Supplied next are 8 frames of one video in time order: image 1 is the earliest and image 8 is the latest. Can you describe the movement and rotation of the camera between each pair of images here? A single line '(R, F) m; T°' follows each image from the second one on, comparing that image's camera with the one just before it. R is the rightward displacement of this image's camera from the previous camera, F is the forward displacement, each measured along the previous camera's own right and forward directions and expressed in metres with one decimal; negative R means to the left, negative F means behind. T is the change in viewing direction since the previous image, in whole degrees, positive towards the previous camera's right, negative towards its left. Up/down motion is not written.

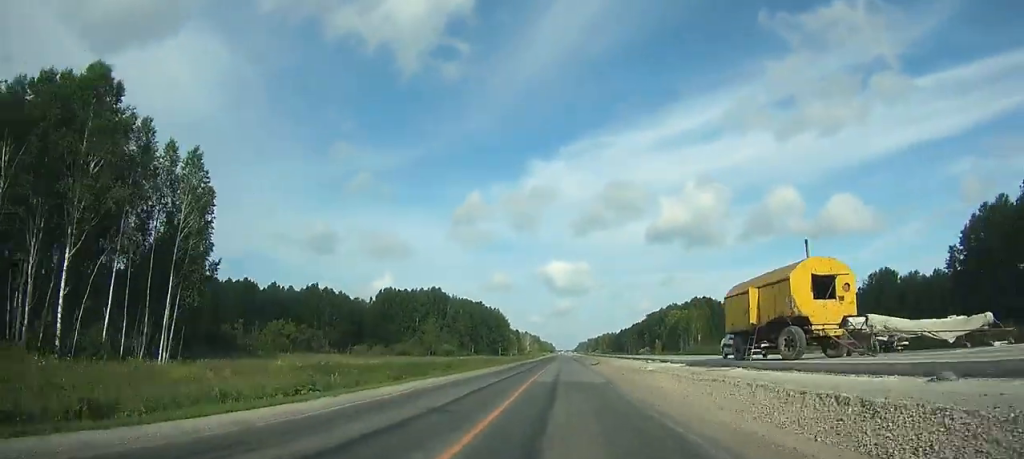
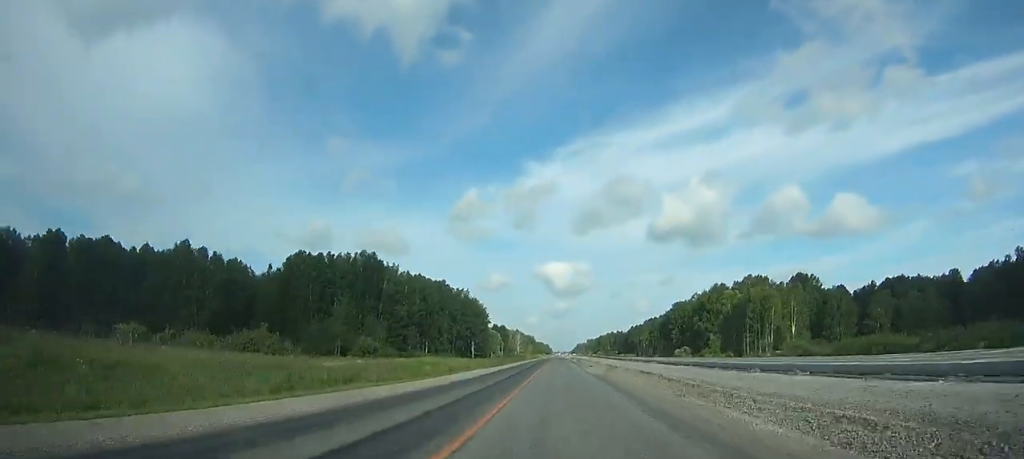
(+0.4, +76.6) m; 0°
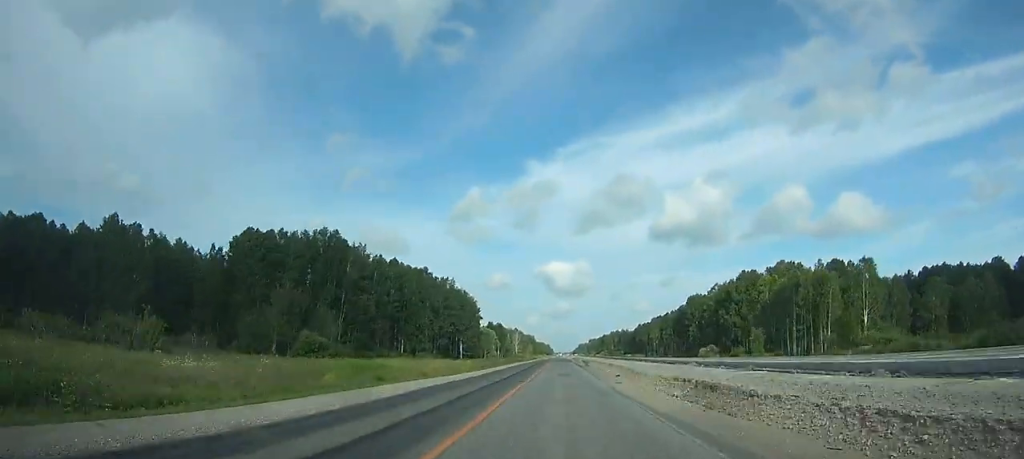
(+0.1, +25.3) m; 0°
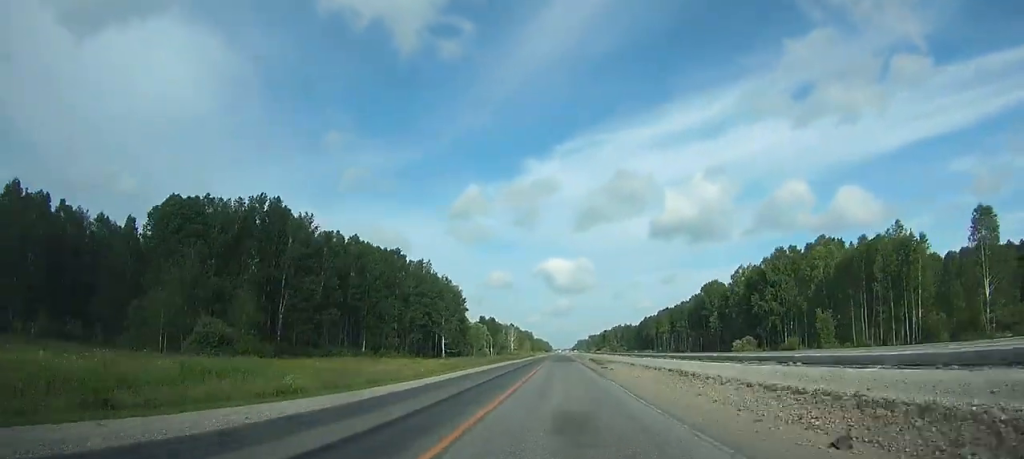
(0.0, +25.1) m; 0°
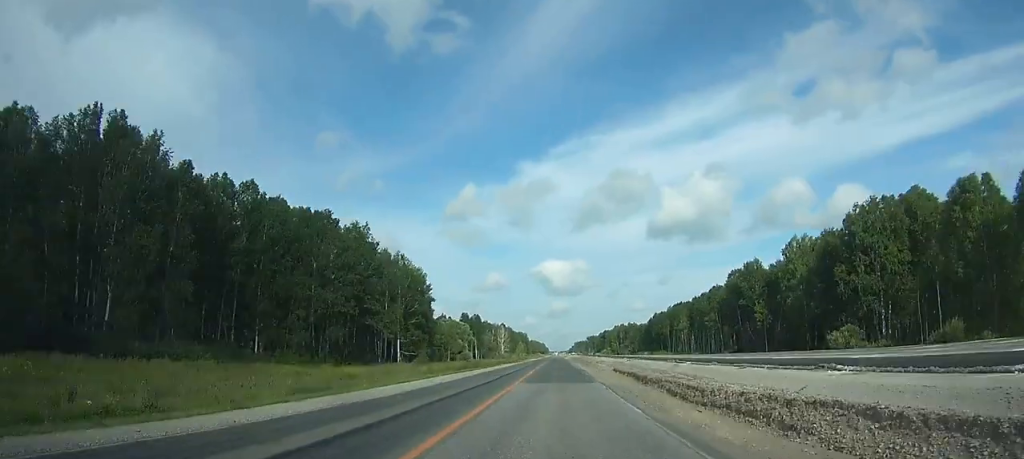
(0.0, +39.0) m; 0°
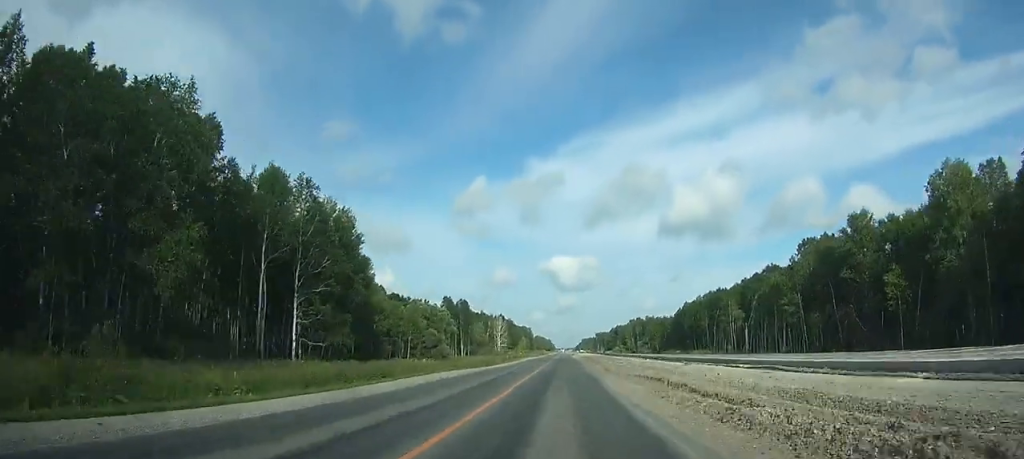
(0.0, +49.3) m; 0°
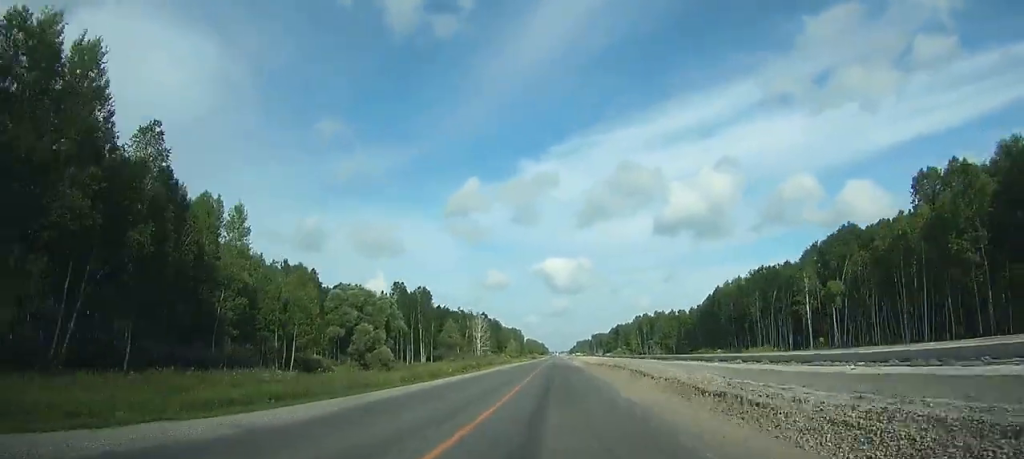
(0.0, +48.7) m; 0°
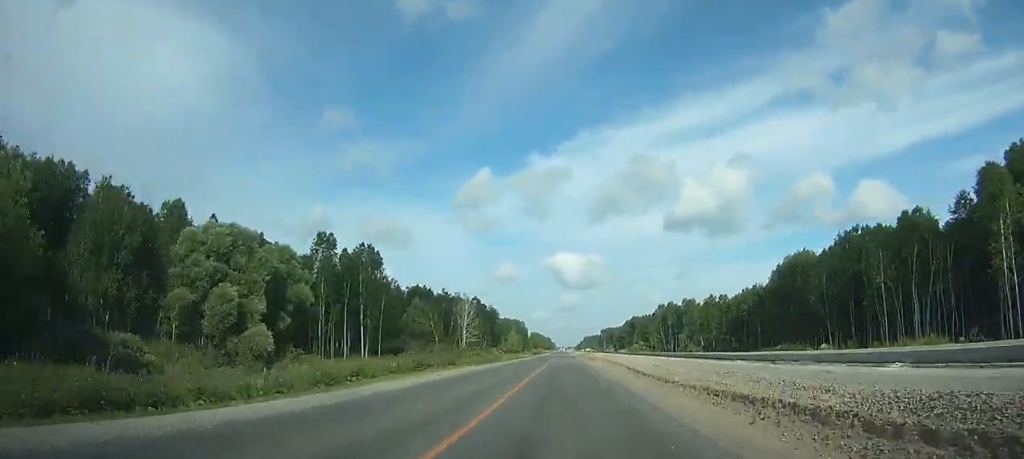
(0.0, +45.4) m; 0°
